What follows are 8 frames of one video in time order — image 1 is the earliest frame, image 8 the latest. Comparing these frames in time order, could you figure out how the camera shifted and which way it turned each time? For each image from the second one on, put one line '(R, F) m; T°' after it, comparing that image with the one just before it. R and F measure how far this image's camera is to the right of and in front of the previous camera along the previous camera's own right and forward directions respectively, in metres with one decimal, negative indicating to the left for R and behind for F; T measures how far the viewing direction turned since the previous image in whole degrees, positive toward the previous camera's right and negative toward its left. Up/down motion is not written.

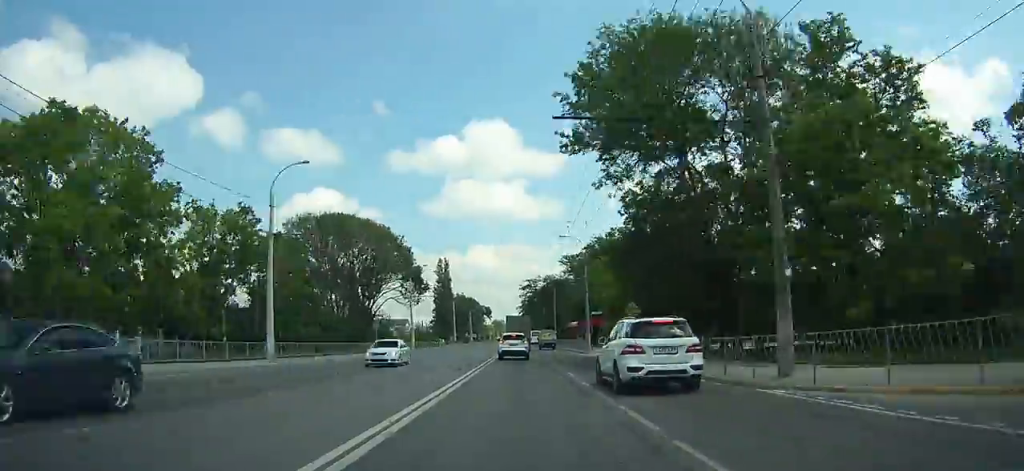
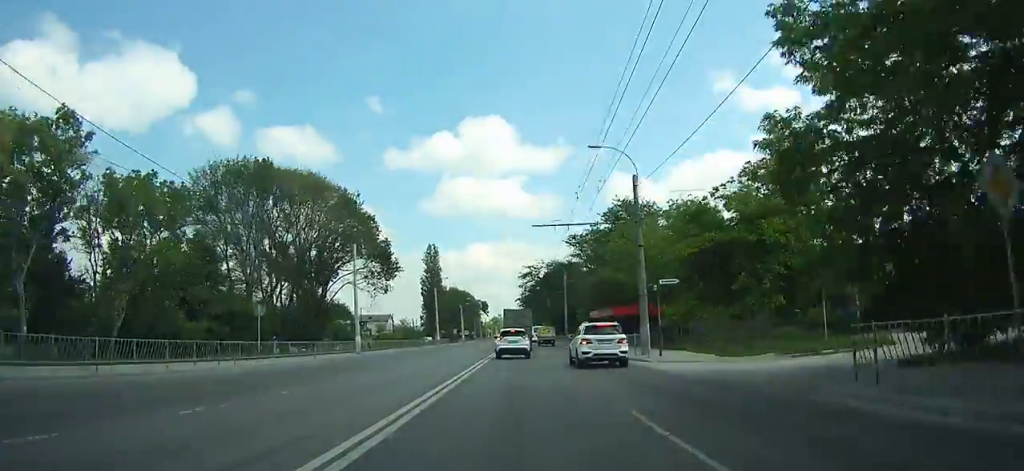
(0.0, +22.2) m; 0°
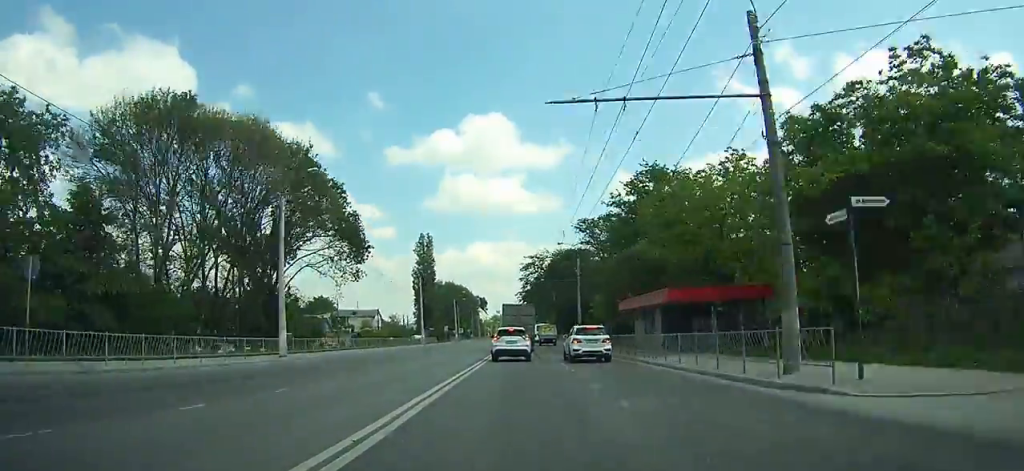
(0.0, +14.4) m; 0°
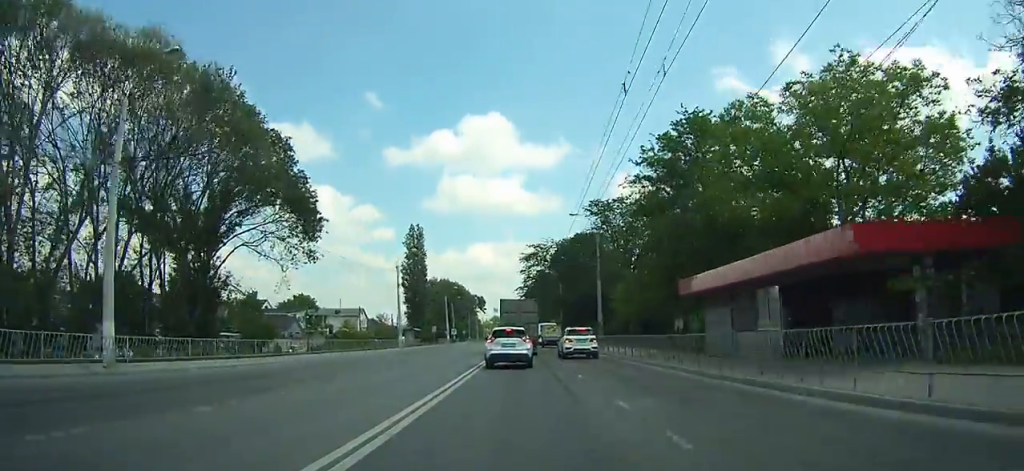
(0.0, +14.0) m; 0°
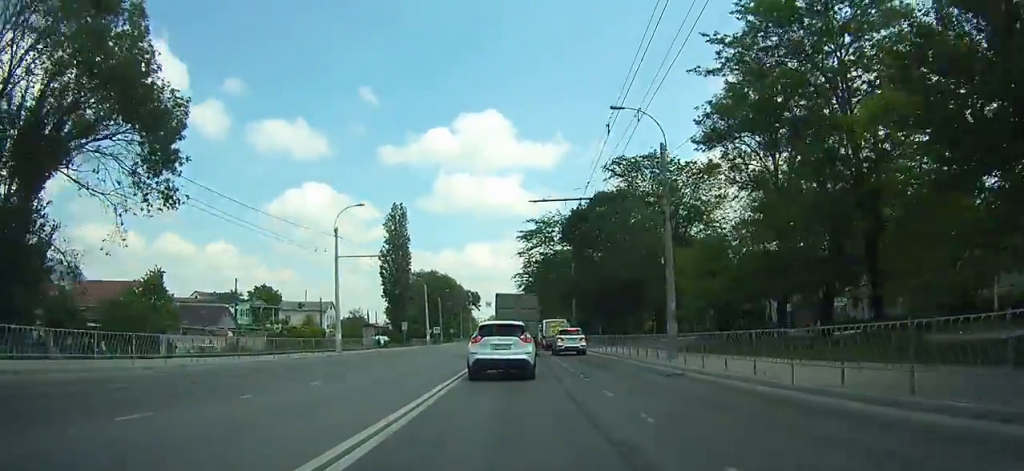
(-0.1, +26.1) m; 0°
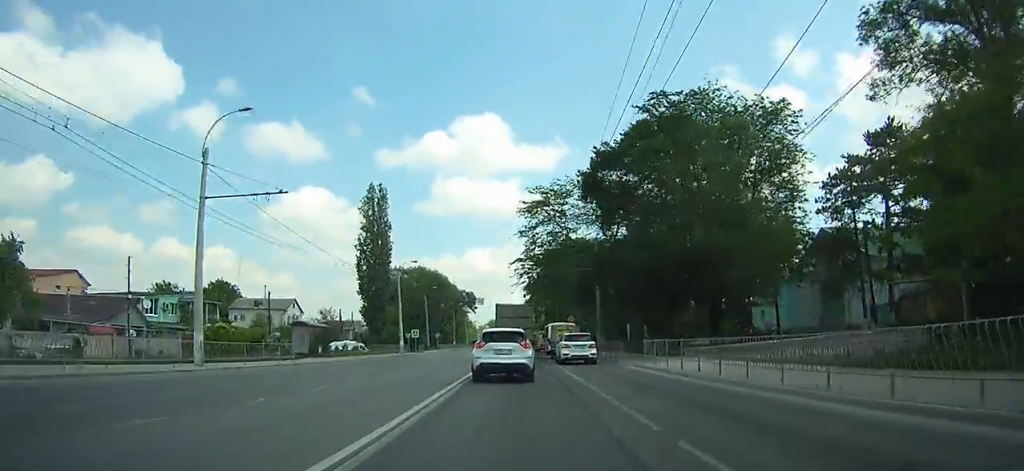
(0.0, +25.3) m; 0°
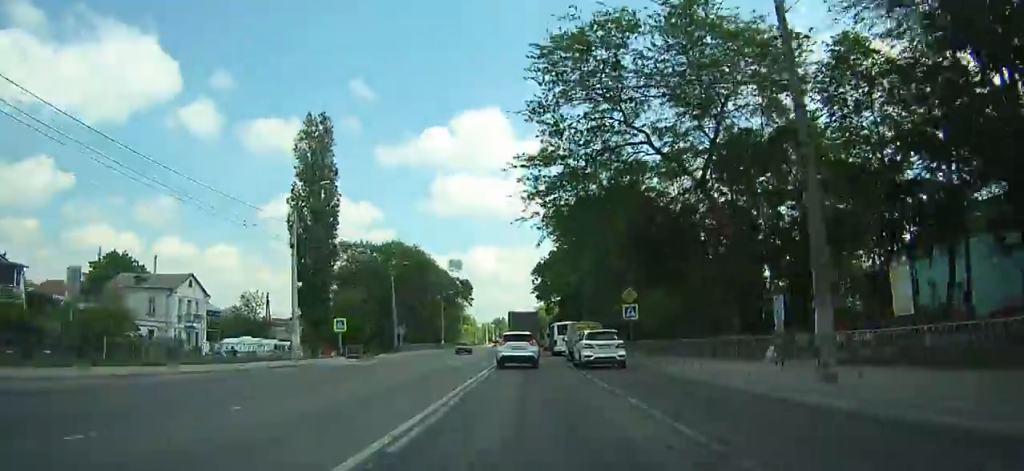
(-0.3, +34.8) m; -1°
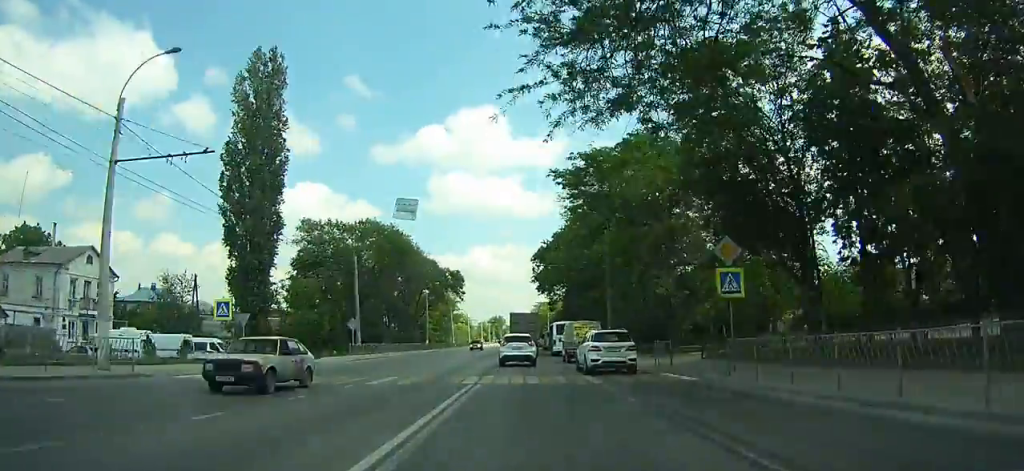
(-0.1, +16.6) m; 0°
